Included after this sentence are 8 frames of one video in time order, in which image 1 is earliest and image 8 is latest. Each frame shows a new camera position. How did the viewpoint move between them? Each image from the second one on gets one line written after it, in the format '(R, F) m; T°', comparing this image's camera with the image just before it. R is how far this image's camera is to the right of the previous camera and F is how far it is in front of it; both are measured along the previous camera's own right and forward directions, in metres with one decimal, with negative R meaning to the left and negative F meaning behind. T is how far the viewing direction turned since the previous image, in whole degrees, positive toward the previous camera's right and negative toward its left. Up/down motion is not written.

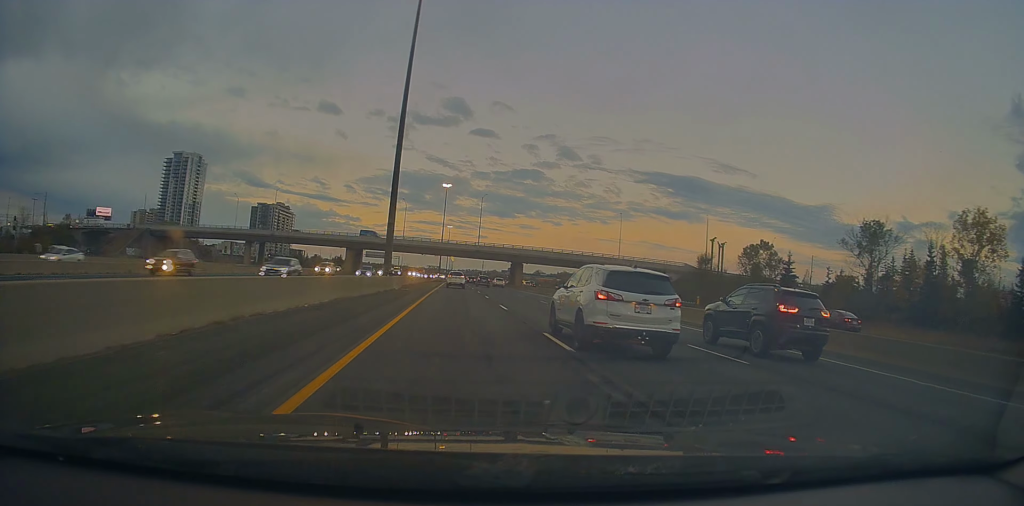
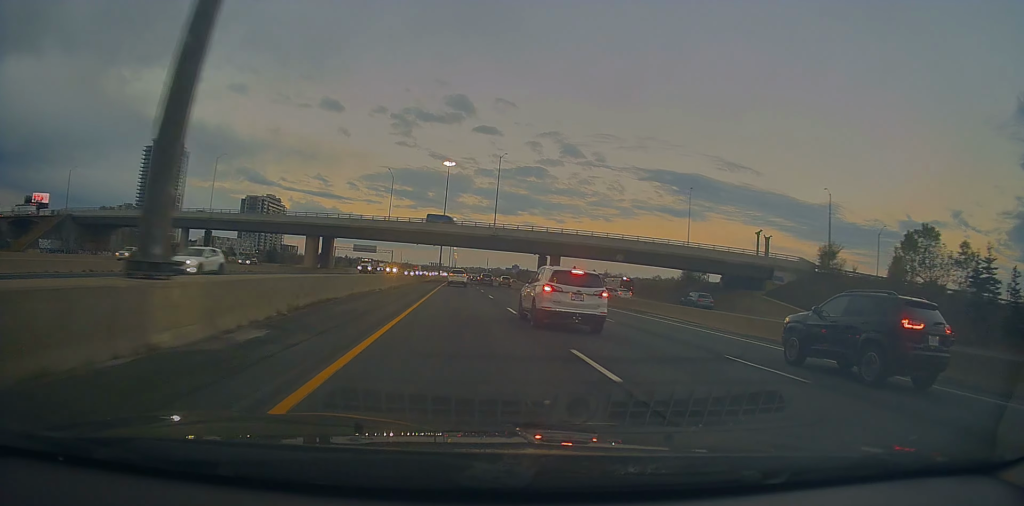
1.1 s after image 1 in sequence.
(+0.2, +38.6) m; 0°
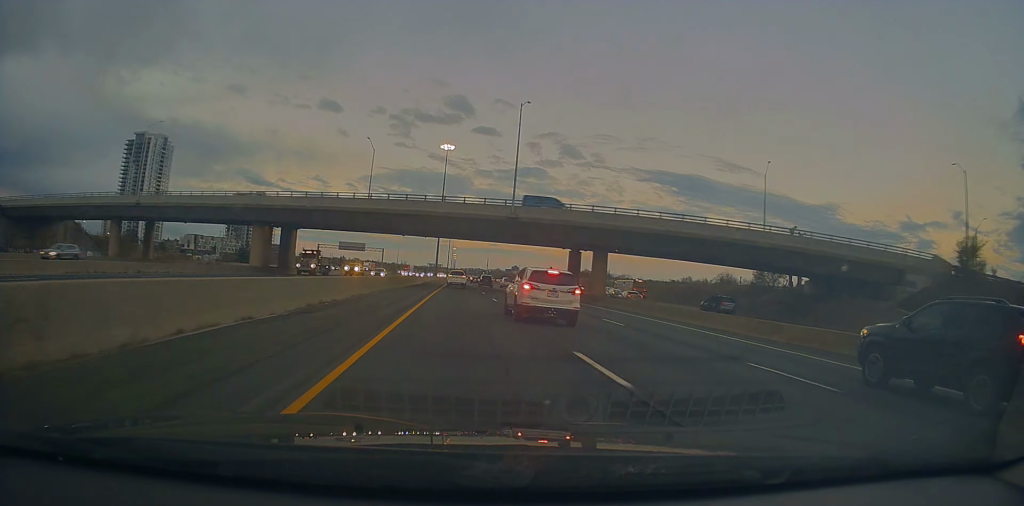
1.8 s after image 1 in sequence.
(0.0, +25.4) m; 0°
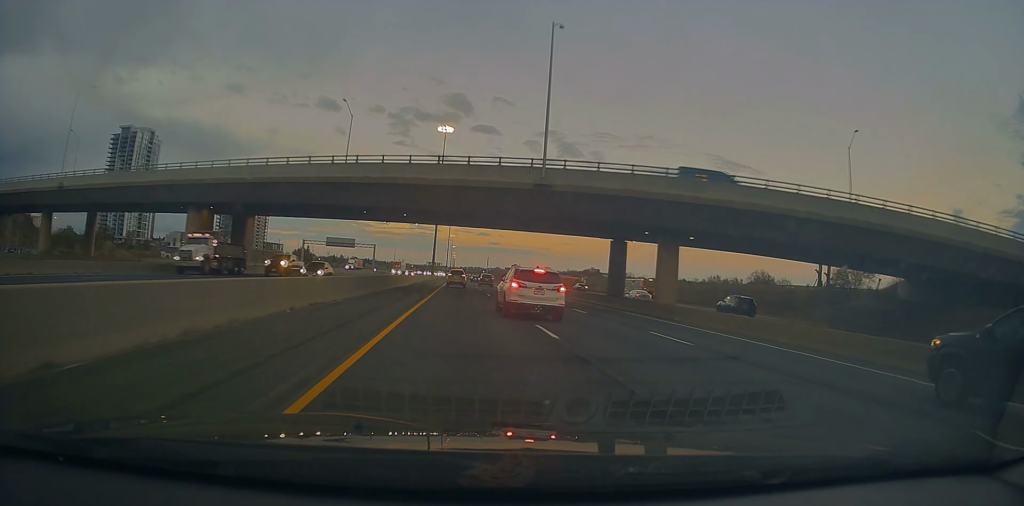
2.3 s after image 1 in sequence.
(0.0, +18.2) m; 0°
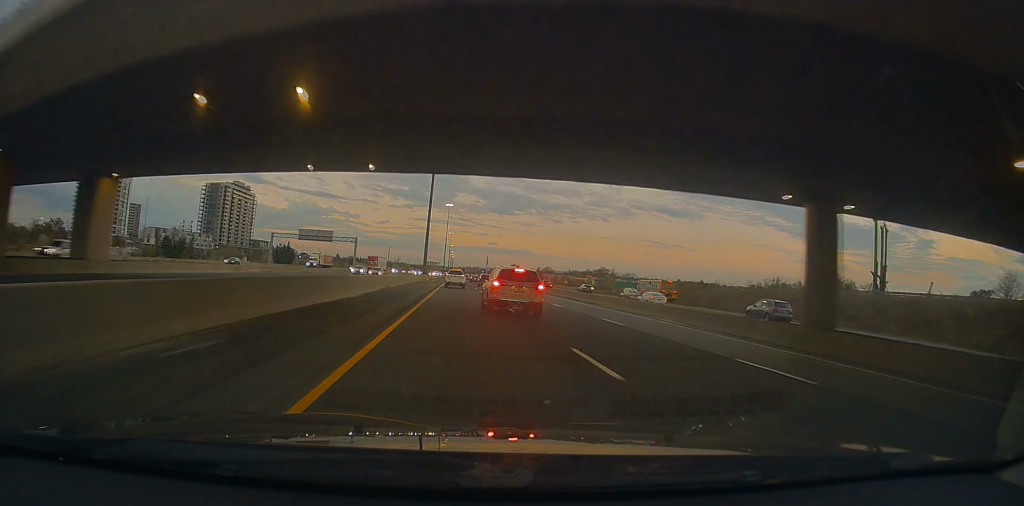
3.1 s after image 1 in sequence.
(-0.1, +29.2) m; 0°
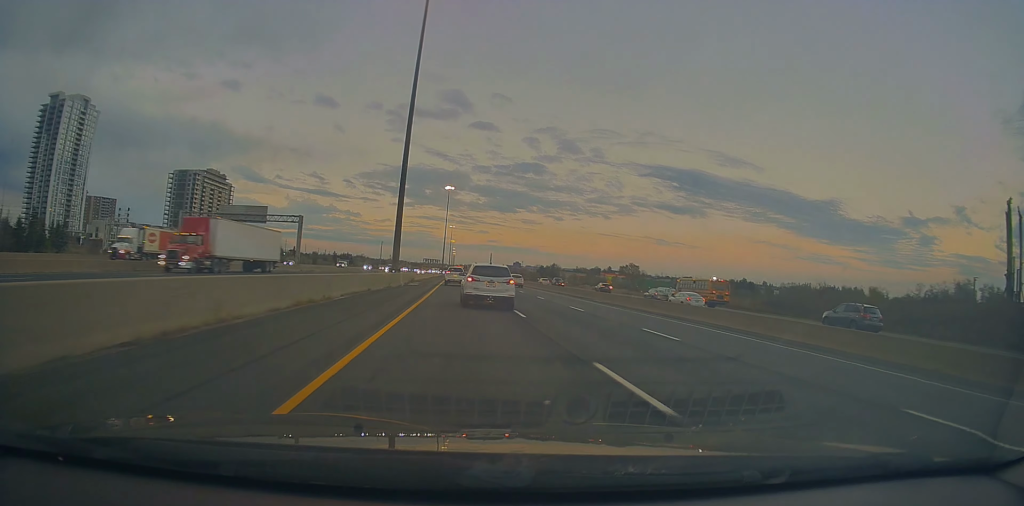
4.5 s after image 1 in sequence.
(-0.6, +50.9) m; -1°
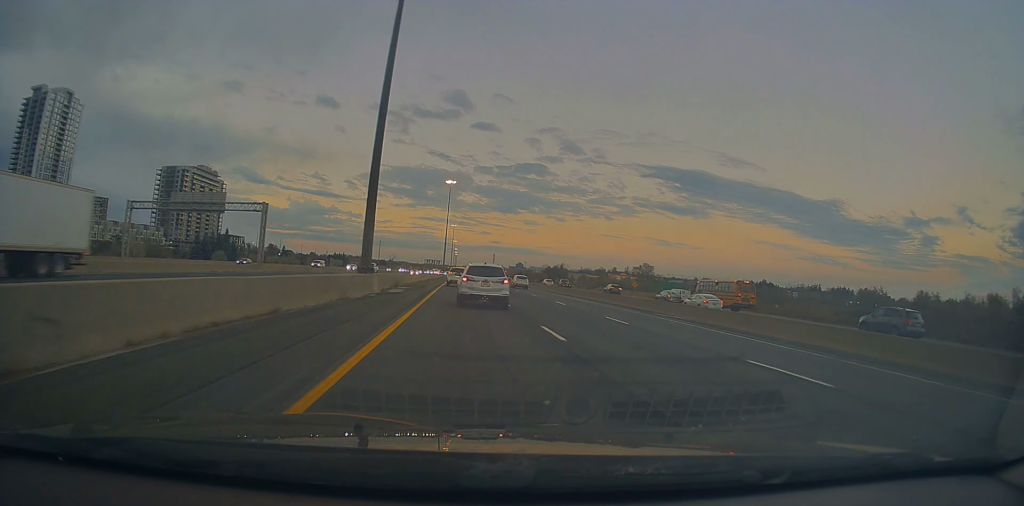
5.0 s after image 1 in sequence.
(0.0, +18.0) m; 0°
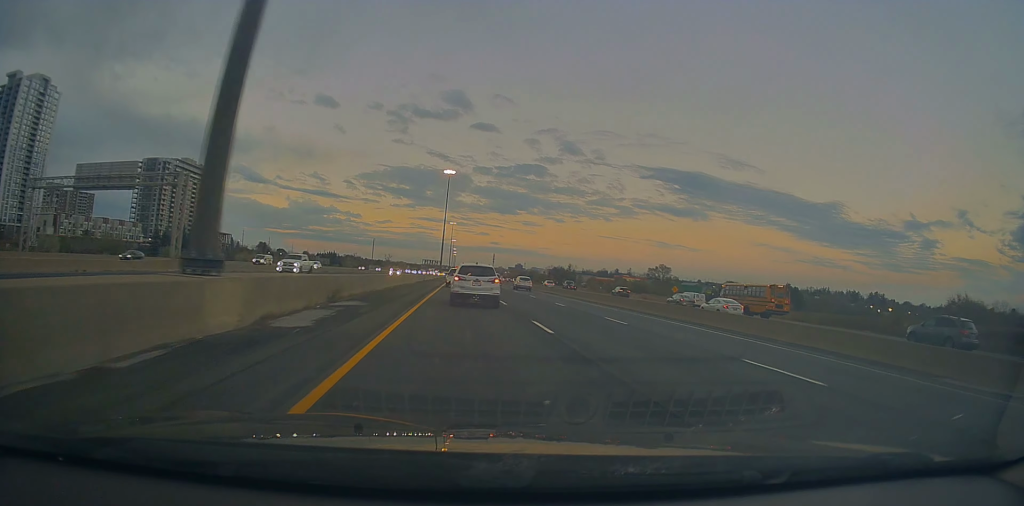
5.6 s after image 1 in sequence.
(+0.3, +22.6) m; 0°
